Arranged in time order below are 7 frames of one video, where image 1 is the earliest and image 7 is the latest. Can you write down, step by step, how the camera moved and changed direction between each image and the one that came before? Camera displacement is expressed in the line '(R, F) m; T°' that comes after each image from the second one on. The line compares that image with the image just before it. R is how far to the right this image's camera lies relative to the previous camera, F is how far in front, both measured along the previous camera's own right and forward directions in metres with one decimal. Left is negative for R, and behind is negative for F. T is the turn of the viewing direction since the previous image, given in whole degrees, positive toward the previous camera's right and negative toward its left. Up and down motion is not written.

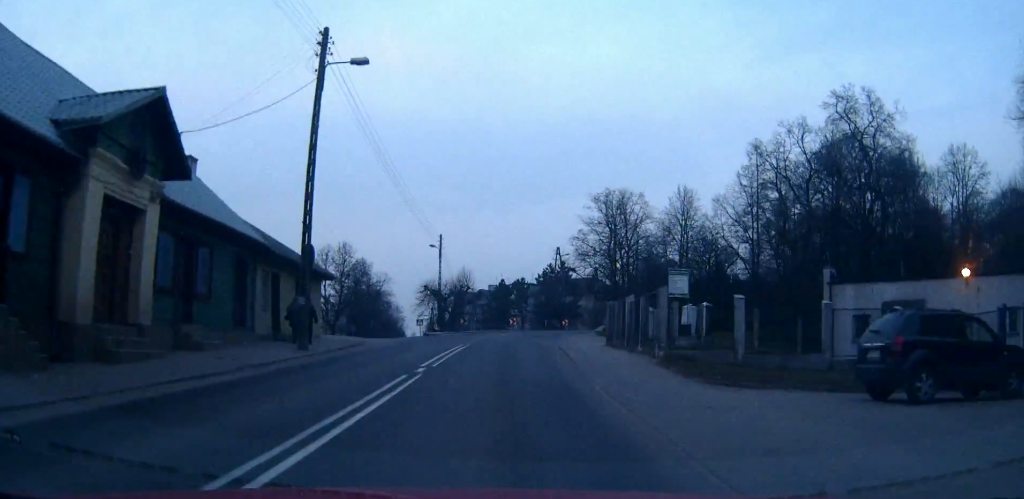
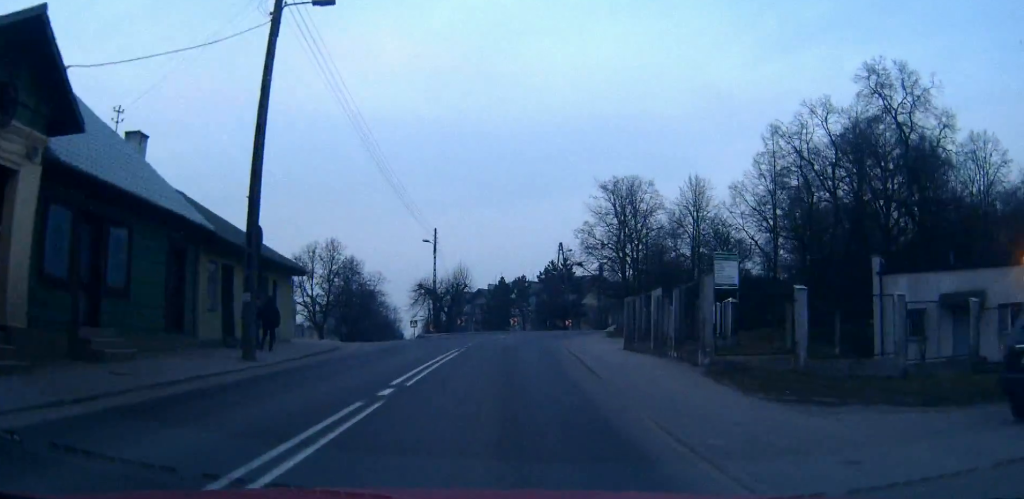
(0.0, +4.8) m; 0°
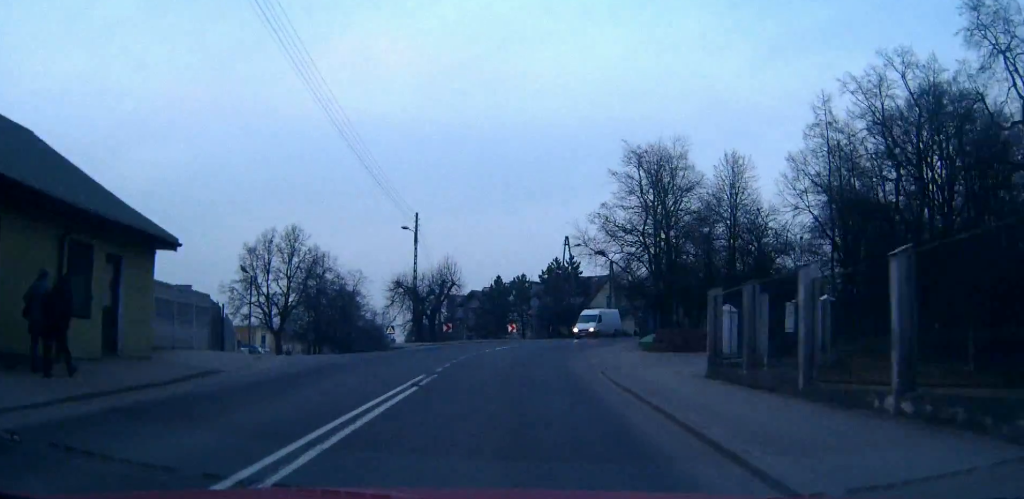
(0.0, +11.9) m; 0°
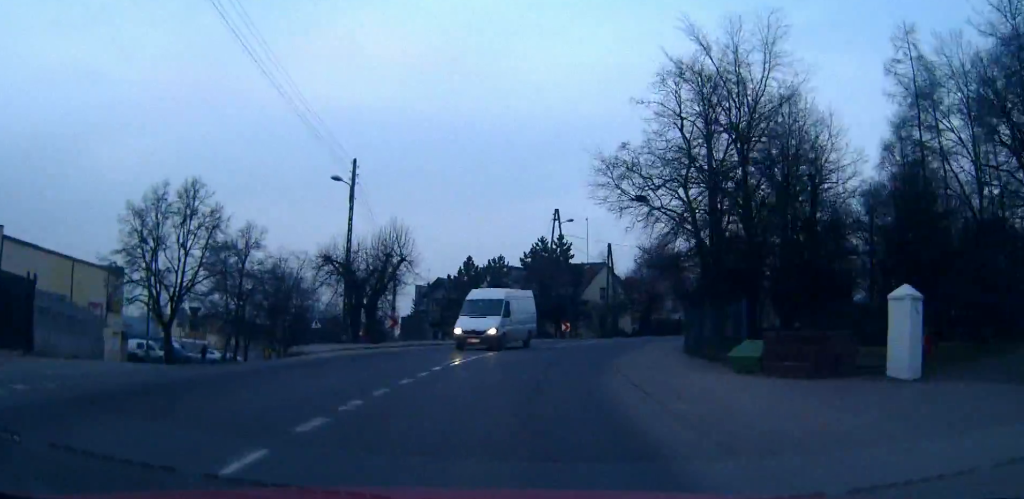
(+0.1, +15.3) m; +2°
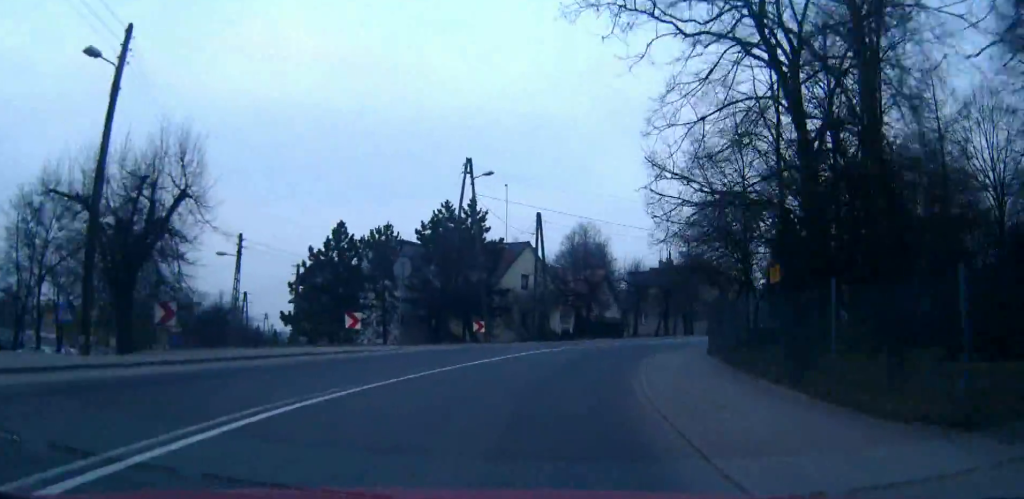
(+0.6, +17.1) m; +5°
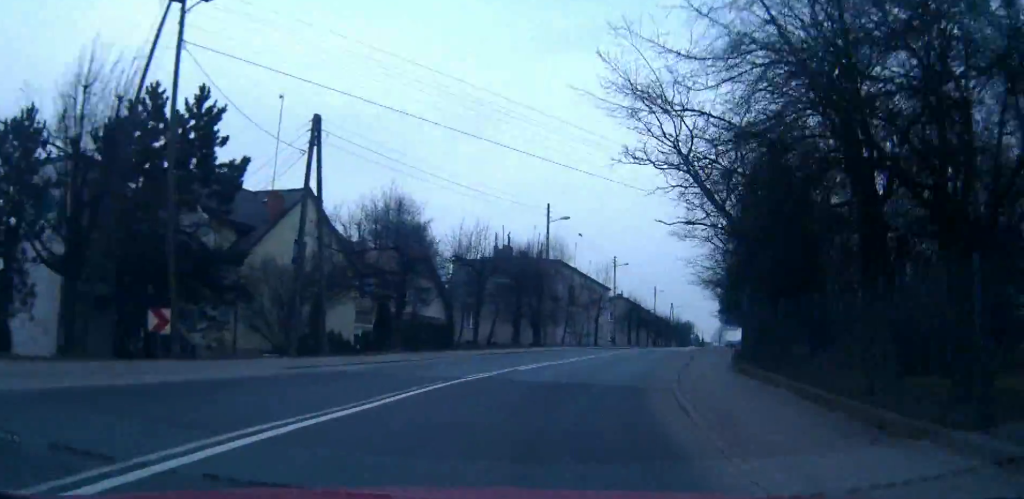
(+2.0, +22.2) m; +11°
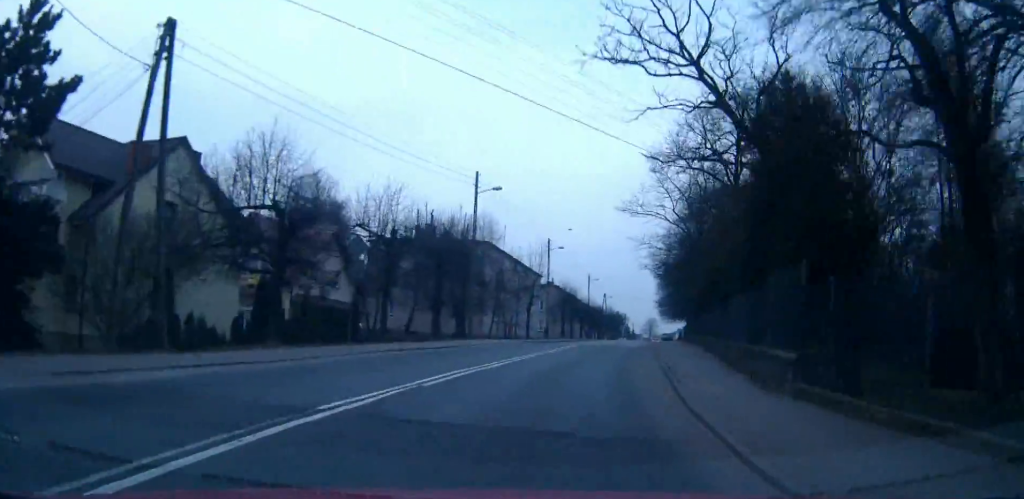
(+0.4, +7.8) m; +5°
